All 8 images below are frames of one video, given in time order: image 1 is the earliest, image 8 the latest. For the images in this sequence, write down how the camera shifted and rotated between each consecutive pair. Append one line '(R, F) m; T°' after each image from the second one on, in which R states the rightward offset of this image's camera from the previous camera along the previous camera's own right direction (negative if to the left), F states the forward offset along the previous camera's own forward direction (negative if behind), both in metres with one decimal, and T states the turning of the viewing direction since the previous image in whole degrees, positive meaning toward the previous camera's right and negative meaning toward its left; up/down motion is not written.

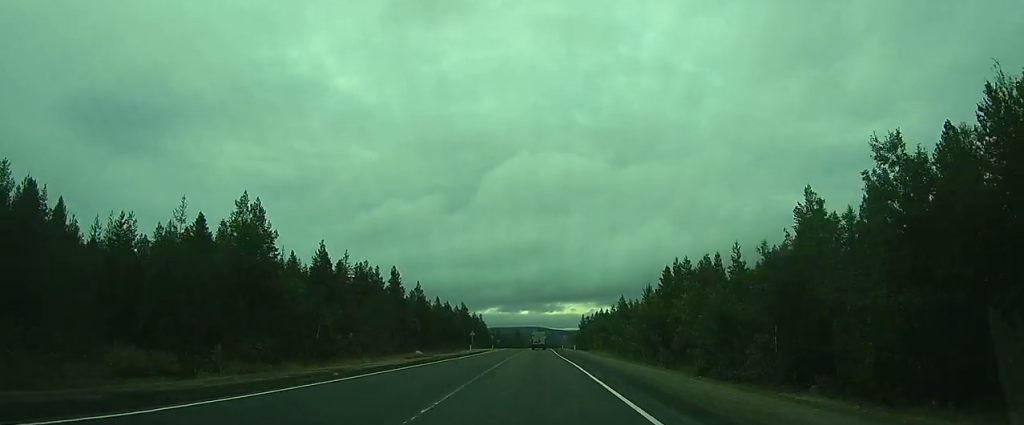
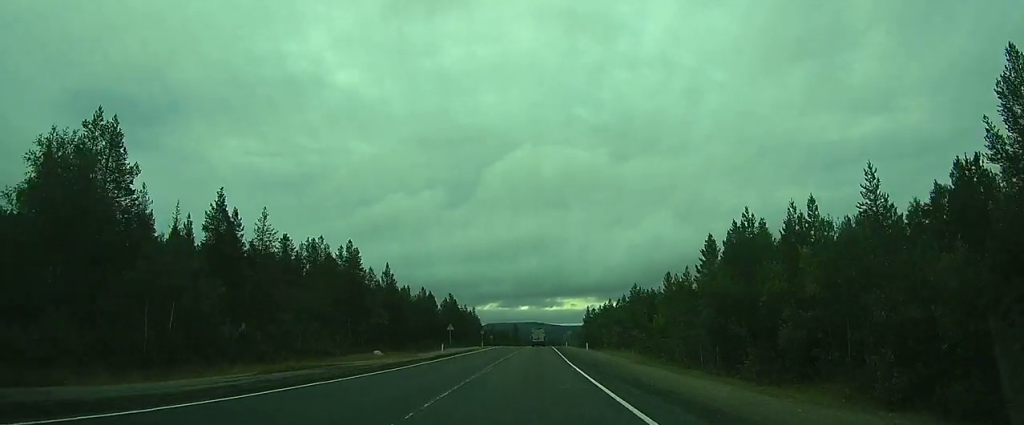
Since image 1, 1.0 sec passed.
(0.0, +21.0) m; 0°
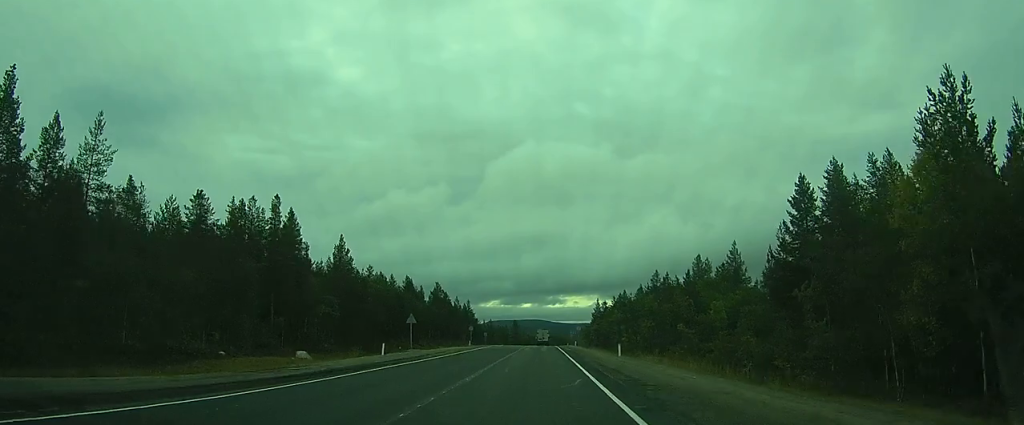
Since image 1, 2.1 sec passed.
(+0.1, +20.9) m; 0°
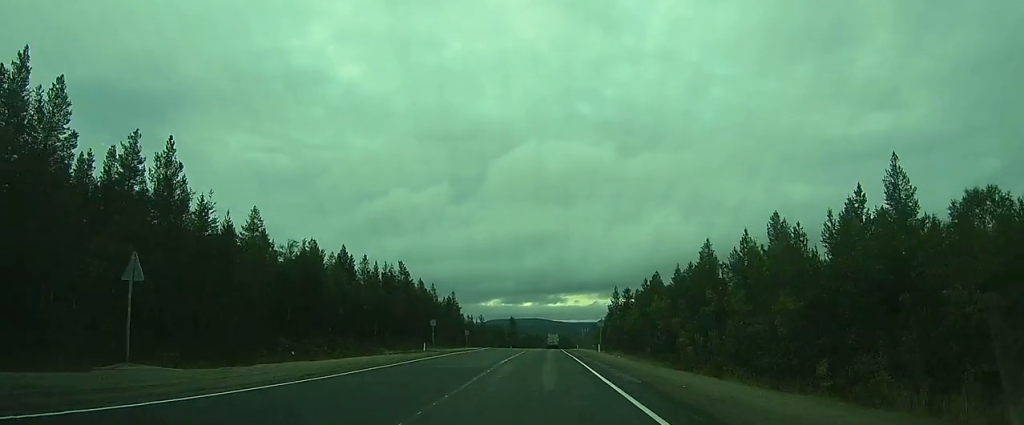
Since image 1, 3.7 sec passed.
(-0.3, +32.2) m; -1°
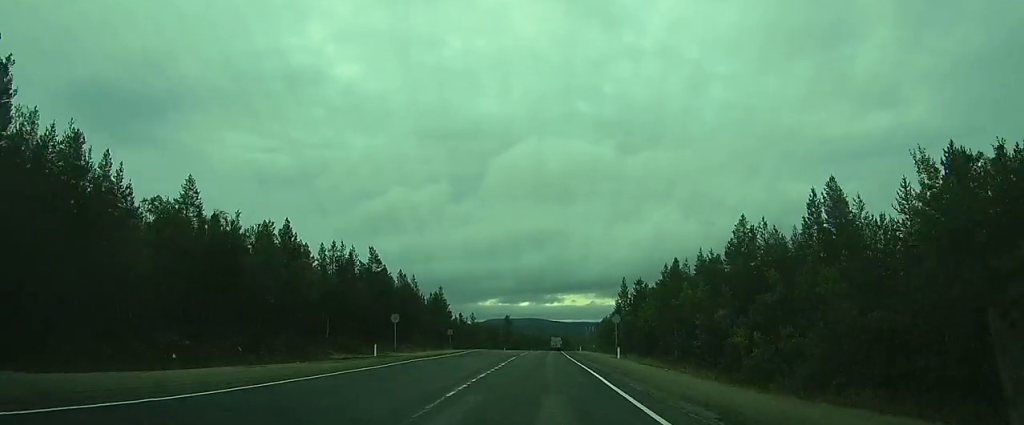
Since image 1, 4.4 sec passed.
(0.0, +14.0) m; 0°
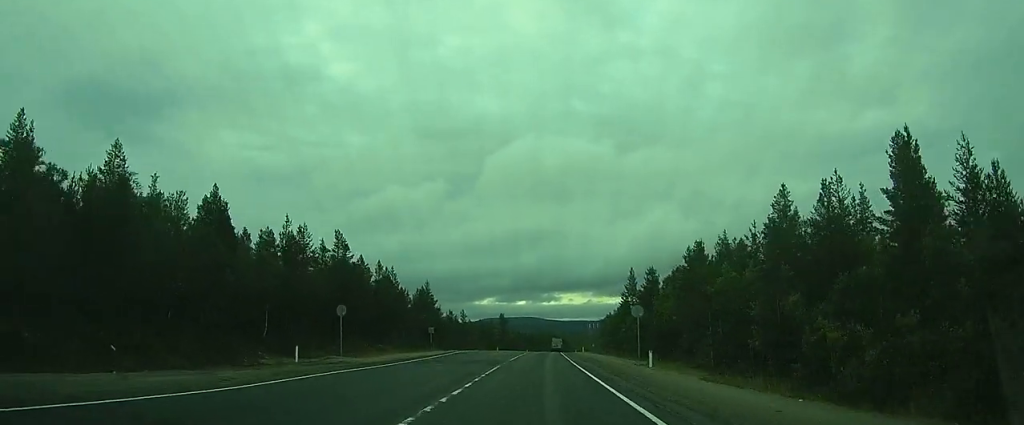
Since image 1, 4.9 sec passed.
(0.0, +11.4) m; 0°
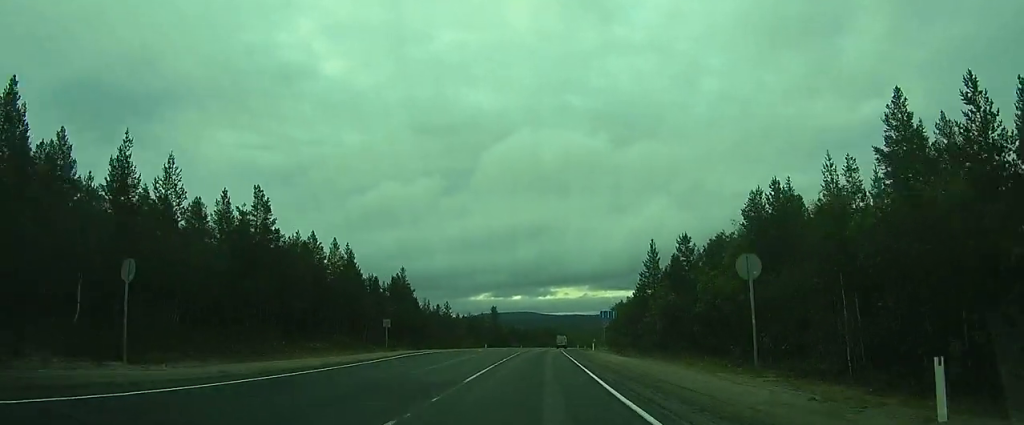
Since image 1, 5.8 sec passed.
(+0.2, +18.2) m; -1°
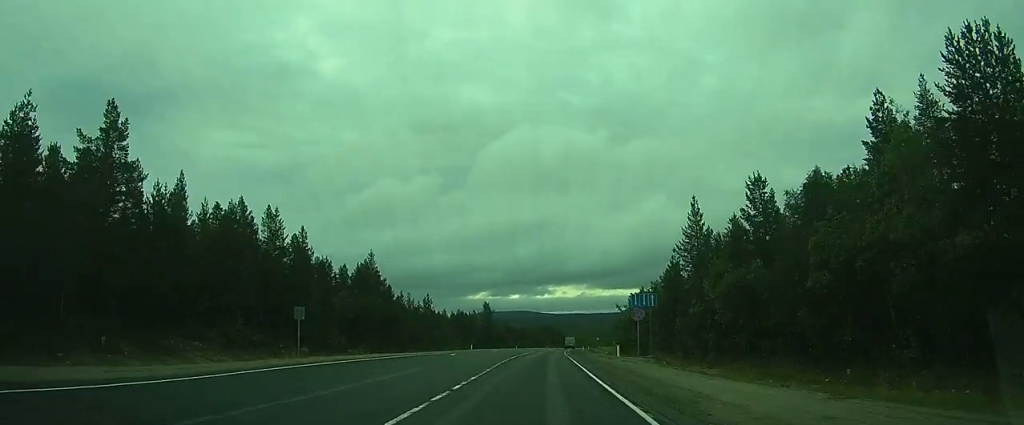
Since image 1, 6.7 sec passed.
(-0.4, +18.5) m; -1°
